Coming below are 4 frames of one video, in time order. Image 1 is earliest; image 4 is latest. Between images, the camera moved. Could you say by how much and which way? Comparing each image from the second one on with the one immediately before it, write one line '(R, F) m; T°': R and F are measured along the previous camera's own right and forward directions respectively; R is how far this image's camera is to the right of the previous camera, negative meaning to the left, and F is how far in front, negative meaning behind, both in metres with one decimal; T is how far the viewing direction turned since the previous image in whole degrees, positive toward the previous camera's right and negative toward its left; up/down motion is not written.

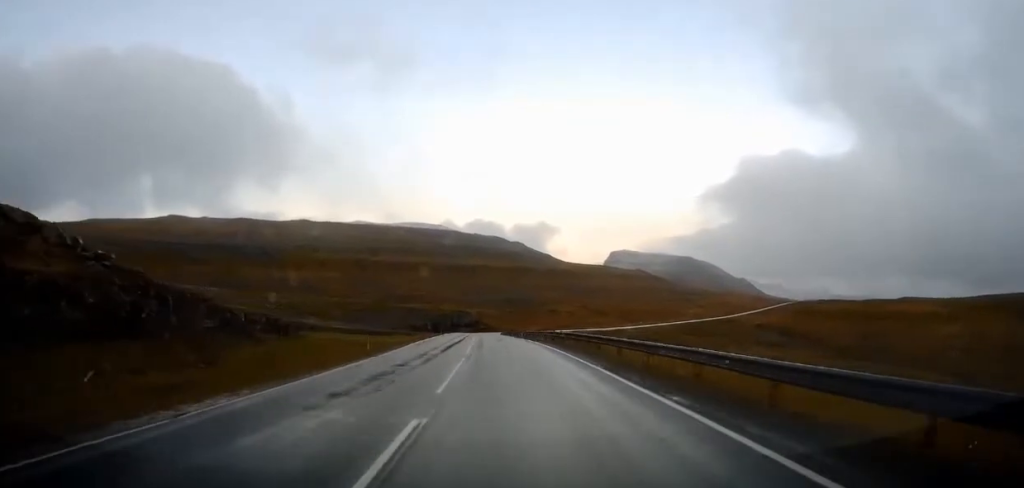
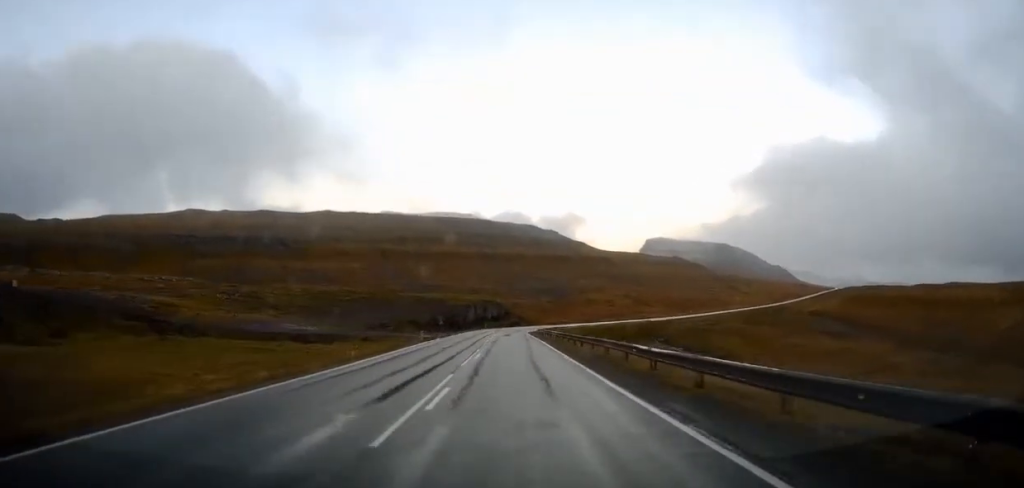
(-1.0, +41.2) m; -6°
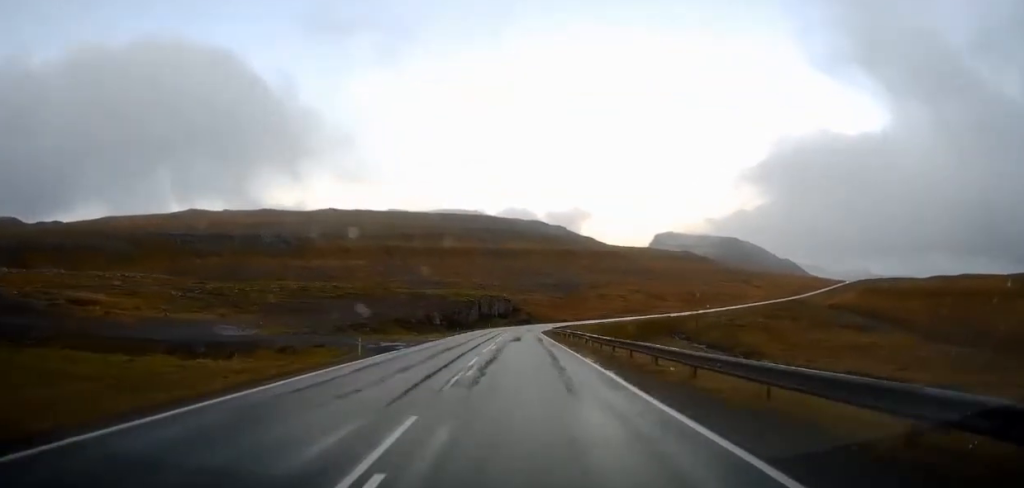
(-0.9, +18.9) m; -1°
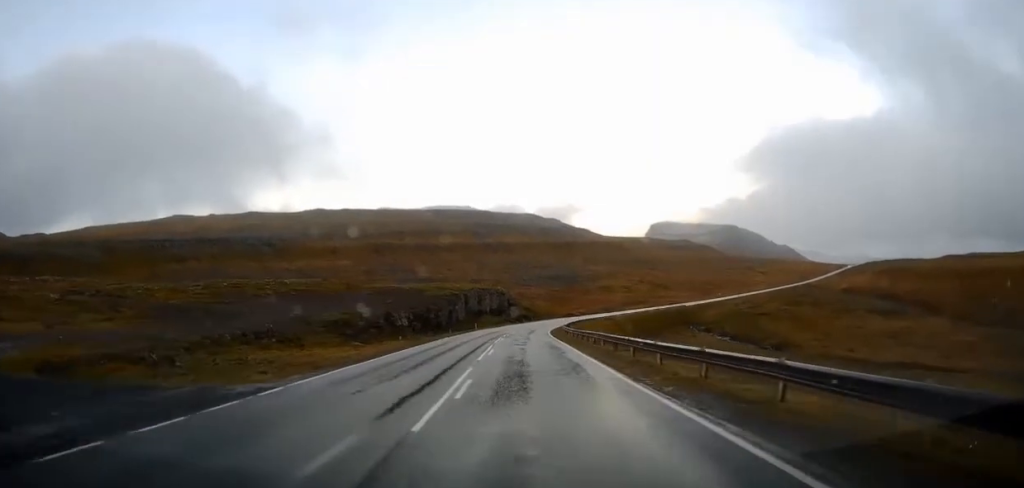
(+1.2, +27.9) m; 0°
